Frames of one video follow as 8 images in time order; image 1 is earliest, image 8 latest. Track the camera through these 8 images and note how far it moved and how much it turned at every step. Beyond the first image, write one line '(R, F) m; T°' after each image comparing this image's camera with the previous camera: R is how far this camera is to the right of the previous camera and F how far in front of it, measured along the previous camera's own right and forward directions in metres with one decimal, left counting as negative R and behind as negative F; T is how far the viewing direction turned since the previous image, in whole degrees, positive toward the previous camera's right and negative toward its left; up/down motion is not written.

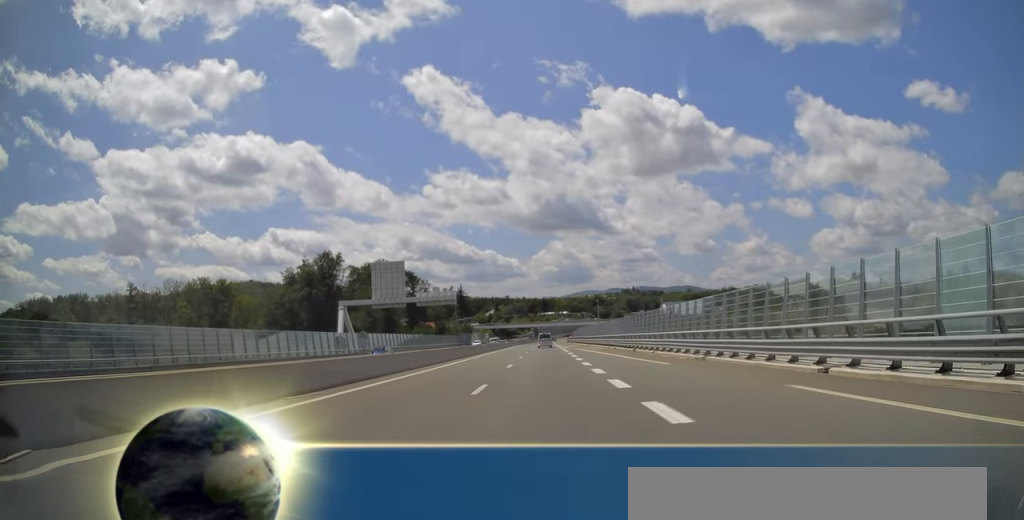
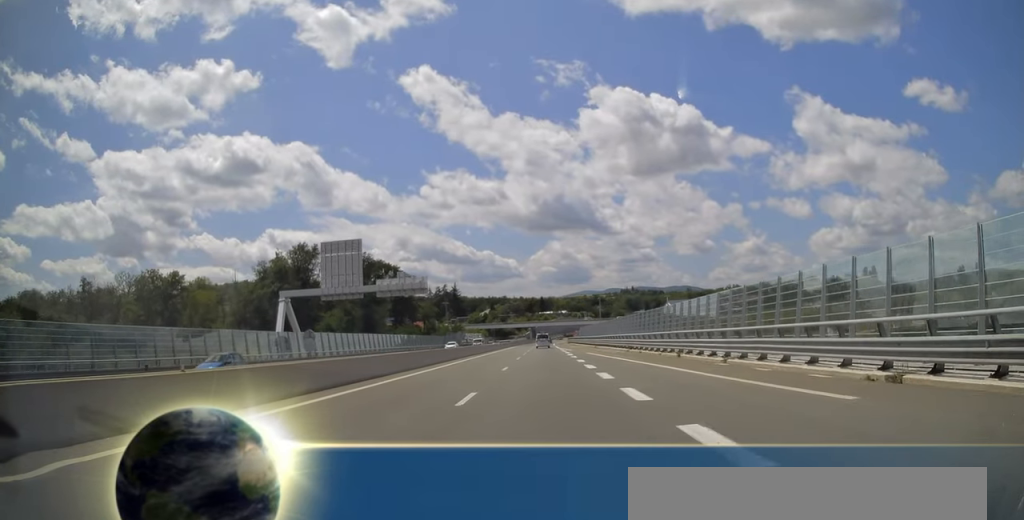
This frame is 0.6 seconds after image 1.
(0.0, +16.3) m; 0°
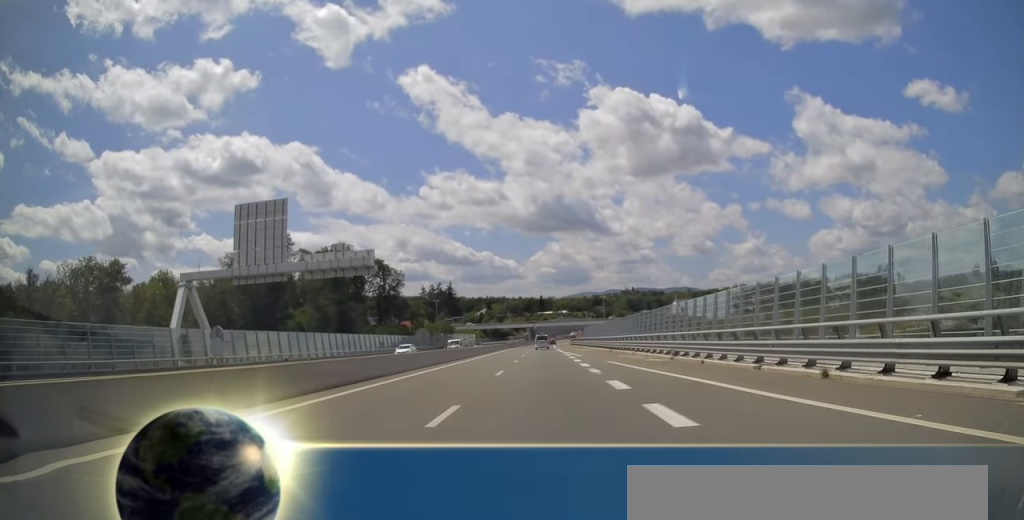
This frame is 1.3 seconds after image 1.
(0.0, +16.7) m; 0°
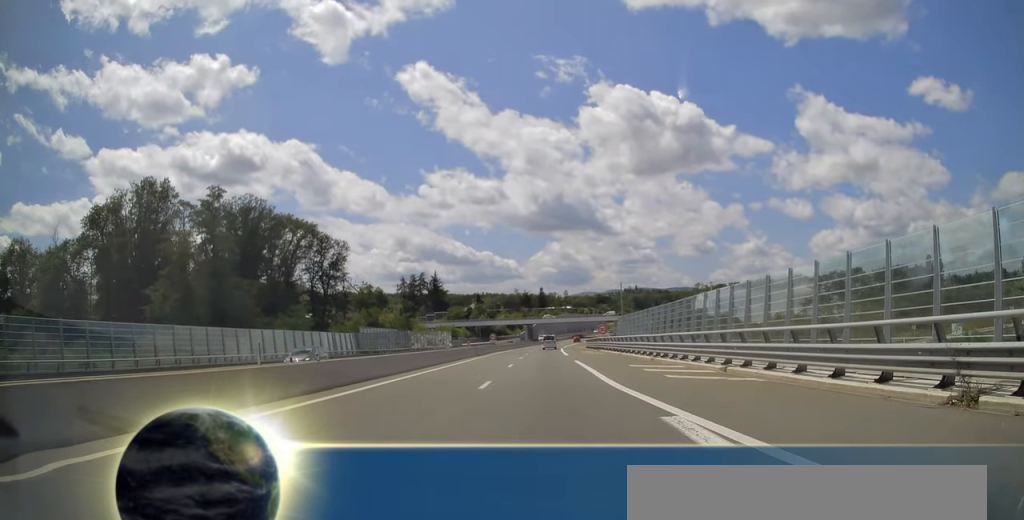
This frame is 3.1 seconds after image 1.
(0.0, +47.6) m; 0°
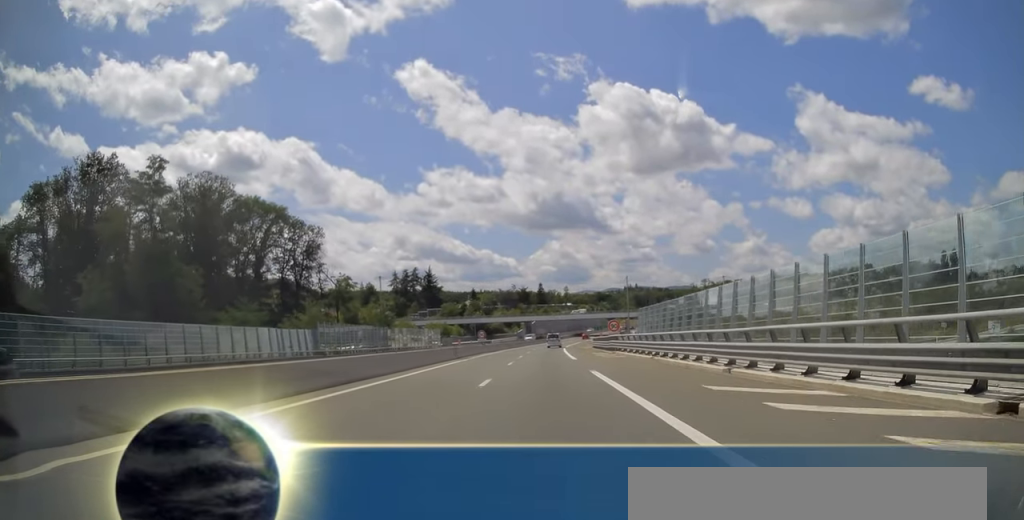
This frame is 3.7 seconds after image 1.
(0.0, +13.3) m; 0°
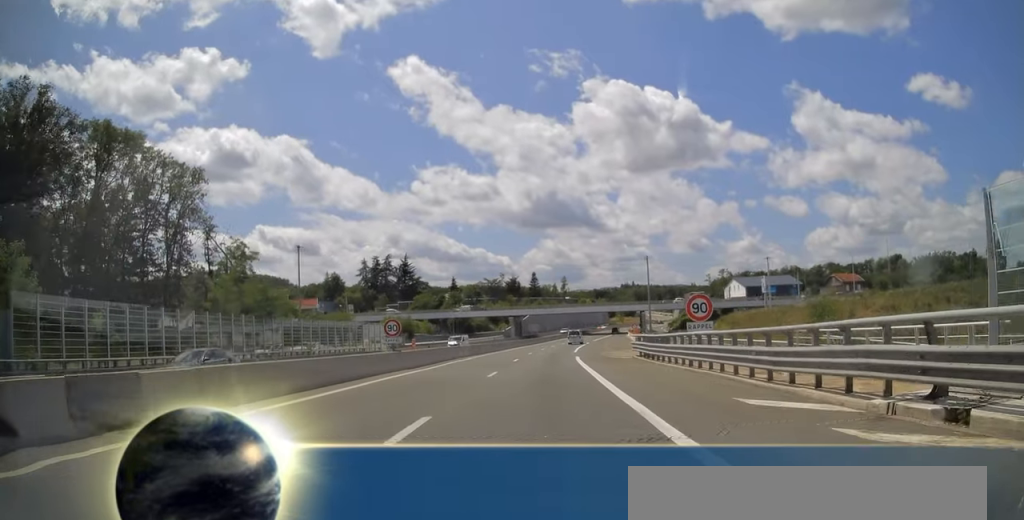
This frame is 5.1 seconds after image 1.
(+0.2, +37.8) m; +1°
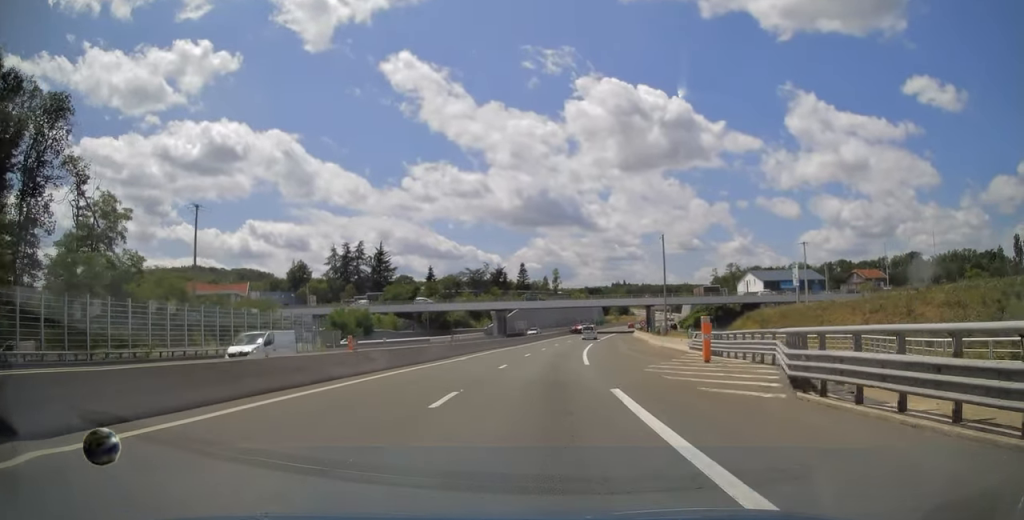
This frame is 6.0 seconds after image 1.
(+0.1, +23.6) m; +1°
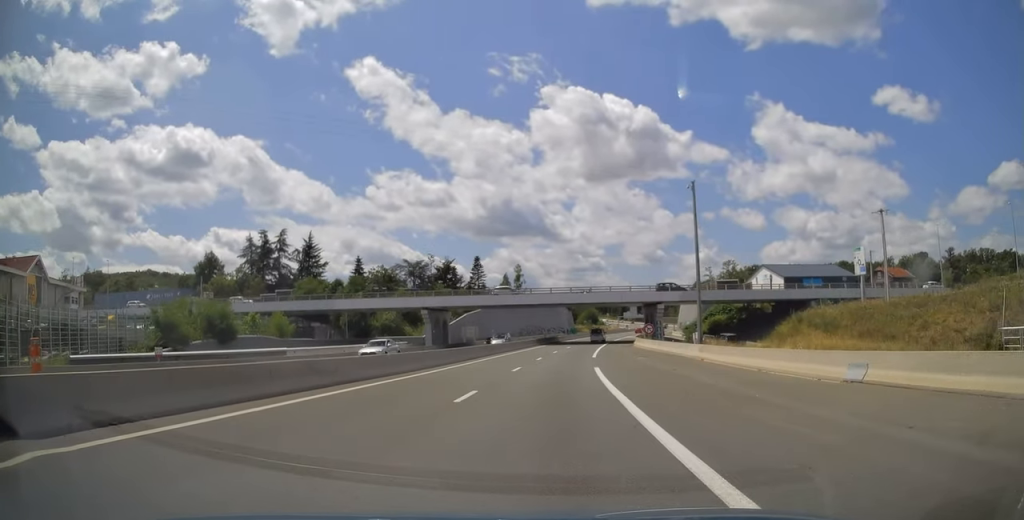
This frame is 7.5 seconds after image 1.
(+0.6, +37.4) m; +2°
